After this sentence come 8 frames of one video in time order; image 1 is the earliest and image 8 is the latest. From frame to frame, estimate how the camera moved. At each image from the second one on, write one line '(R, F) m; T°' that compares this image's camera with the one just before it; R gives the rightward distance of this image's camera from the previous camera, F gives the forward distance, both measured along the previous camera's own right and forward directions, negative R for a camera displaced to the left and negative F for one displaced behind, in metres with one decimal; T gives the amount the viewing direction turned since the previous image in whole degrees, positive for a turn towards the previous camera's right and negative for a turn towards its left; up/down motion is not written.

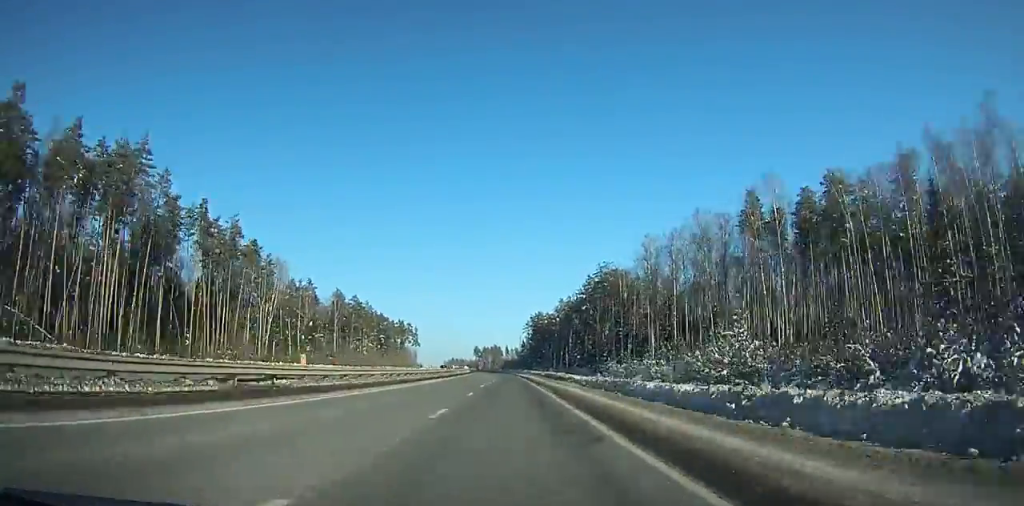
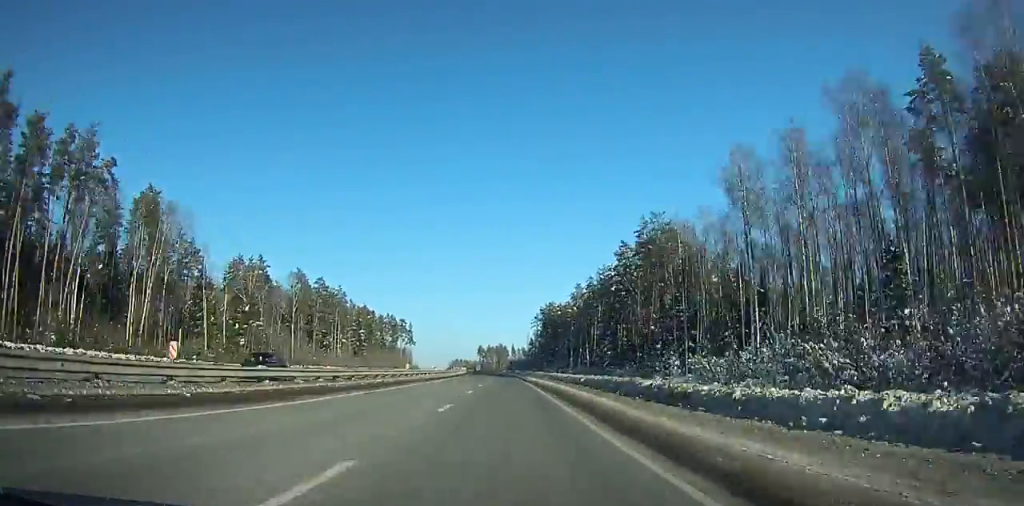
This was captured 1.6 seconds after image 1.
(-0.2, +45.1) m; -1°
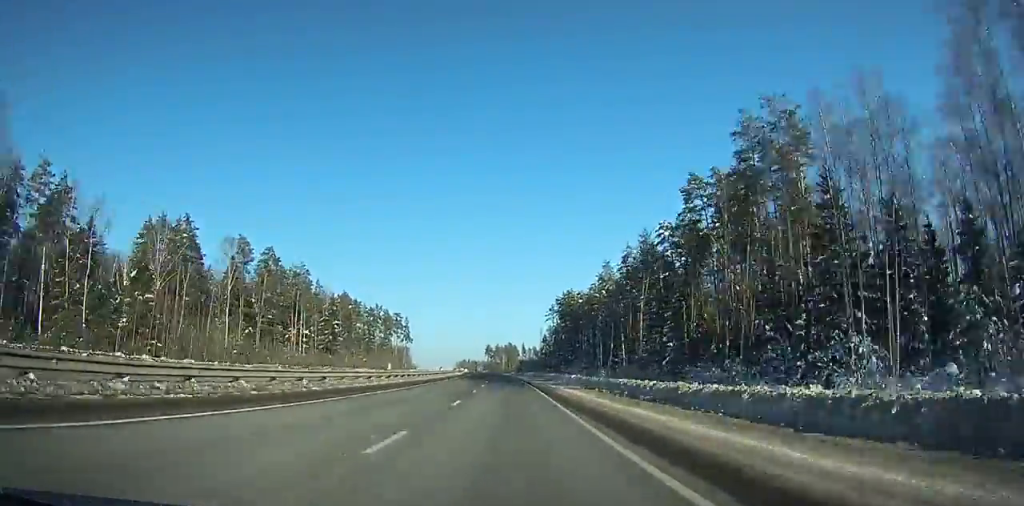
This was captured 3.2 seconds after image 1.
(-0.8, +42.9) m; -1°
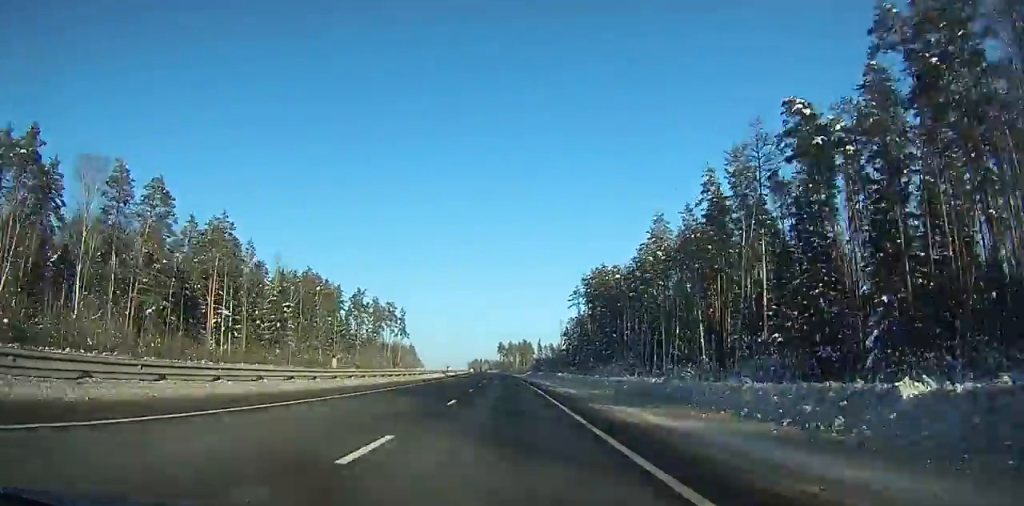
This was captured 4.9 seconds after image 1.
(-0.2, +45.5) m; -1°
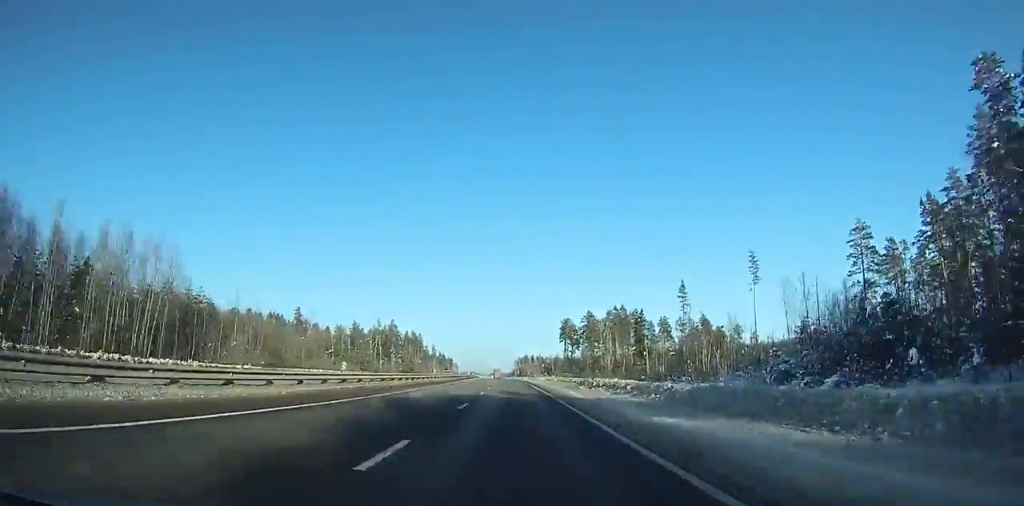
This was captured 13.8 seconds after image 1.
(-12.1, +243.5) m; -5°
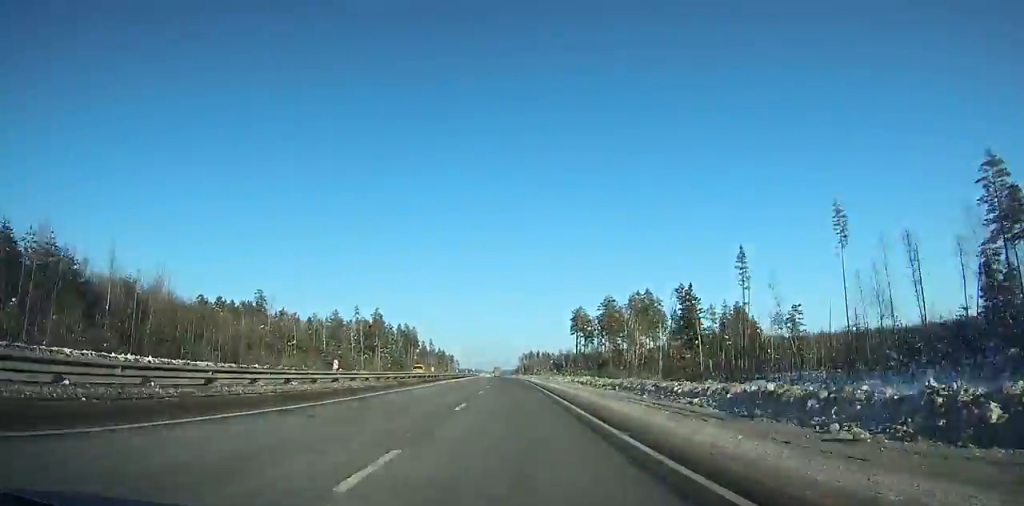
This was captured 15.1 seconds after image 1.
(-0.3, +36.6) m; -1°
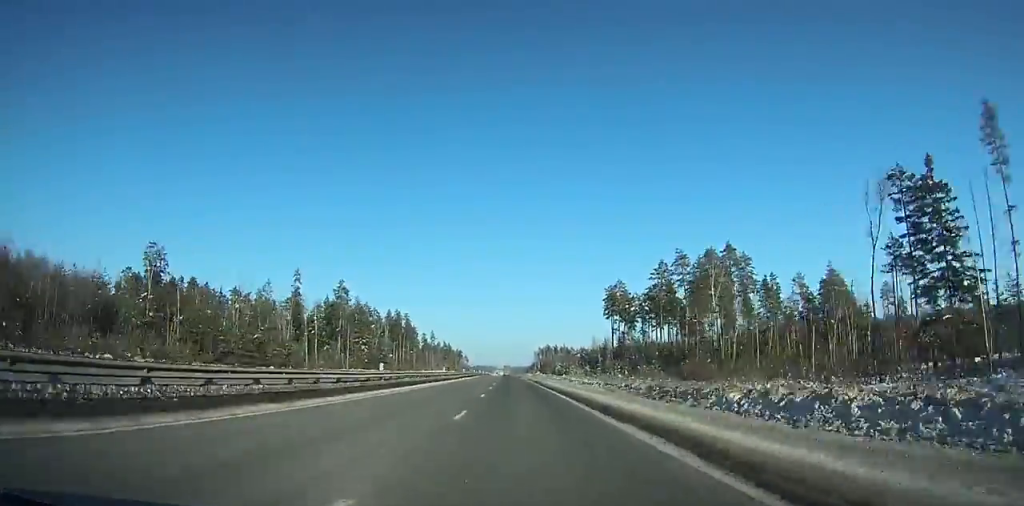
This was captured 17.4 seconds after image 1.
(-0.5, +65.1) m; -1°
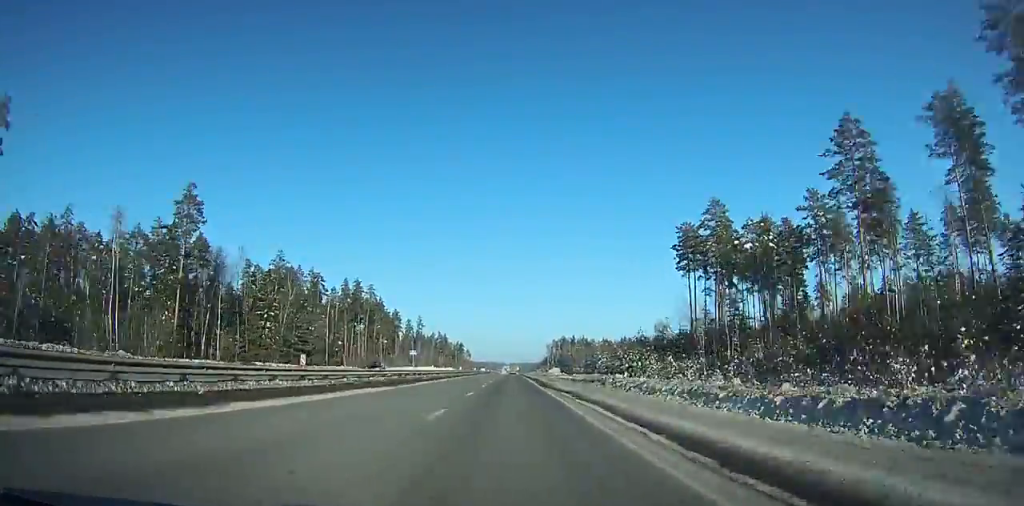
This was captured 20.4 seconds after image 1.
(-1.0, +85.8) m; -1°
